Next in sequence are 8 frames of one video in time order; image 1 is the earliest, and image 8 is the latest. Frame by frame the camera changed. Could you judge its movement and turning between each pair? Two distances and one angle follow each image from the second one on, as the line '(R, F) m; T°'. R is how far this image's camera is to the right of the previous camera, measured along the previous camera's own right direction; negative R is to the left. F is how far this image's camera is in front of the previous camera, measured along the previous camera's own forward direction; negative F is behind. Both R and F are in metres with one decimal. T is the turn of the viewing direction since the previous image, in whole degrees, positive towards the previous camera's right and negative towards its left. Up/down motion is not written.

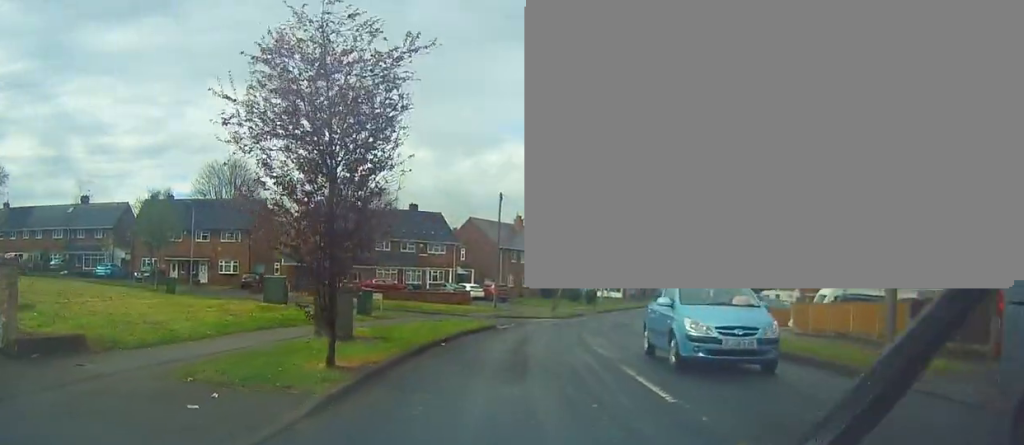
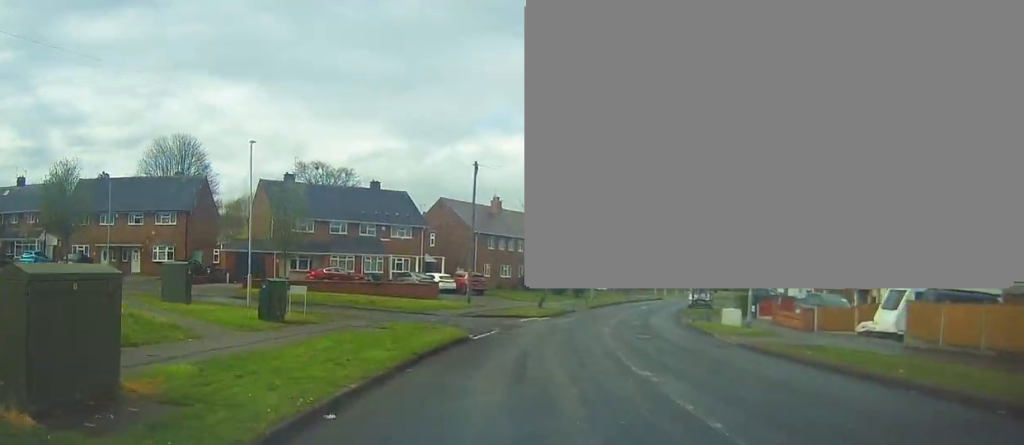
(+0.6, +9.1) m; +3°
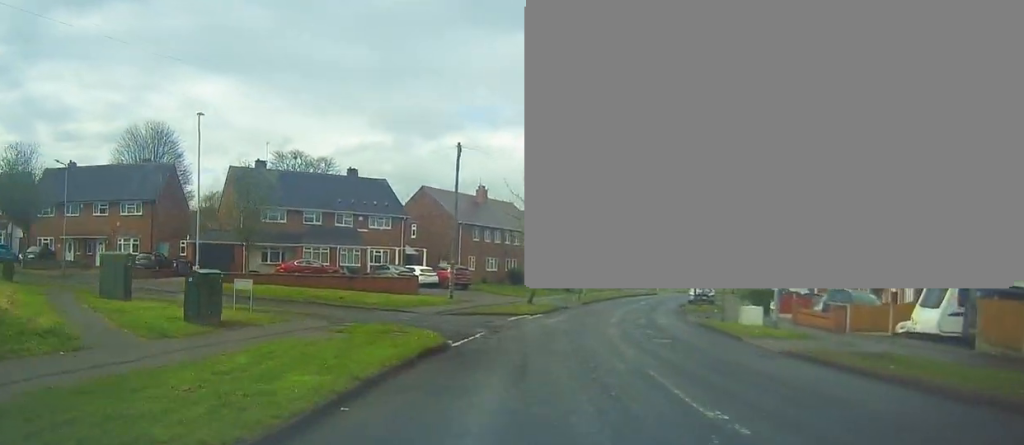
(-0.2, +3.6) m; +1°
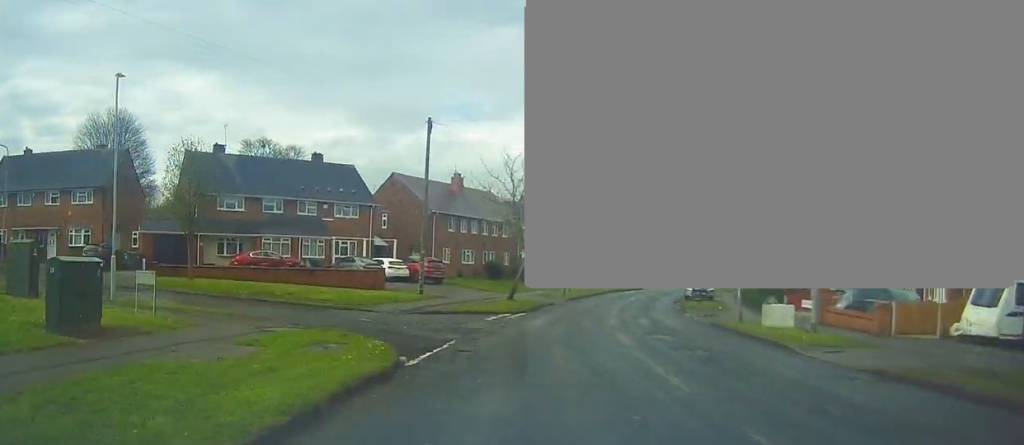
(+0.1, +4.2) m; +1°
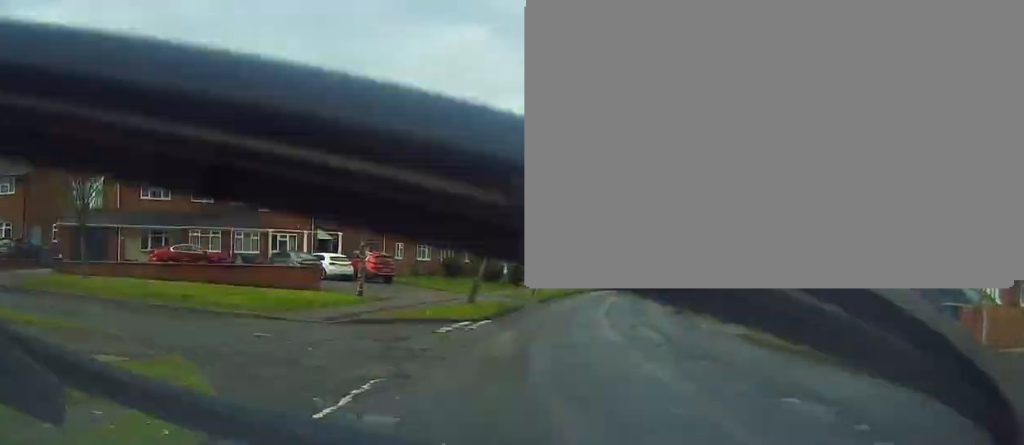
(+0.3, +5.8) m; +2°
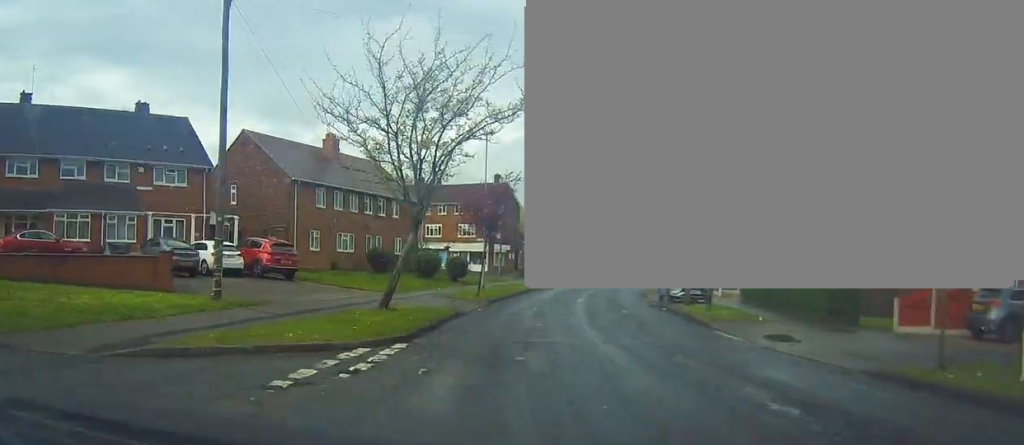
(0.0, +8.9) m; +6°
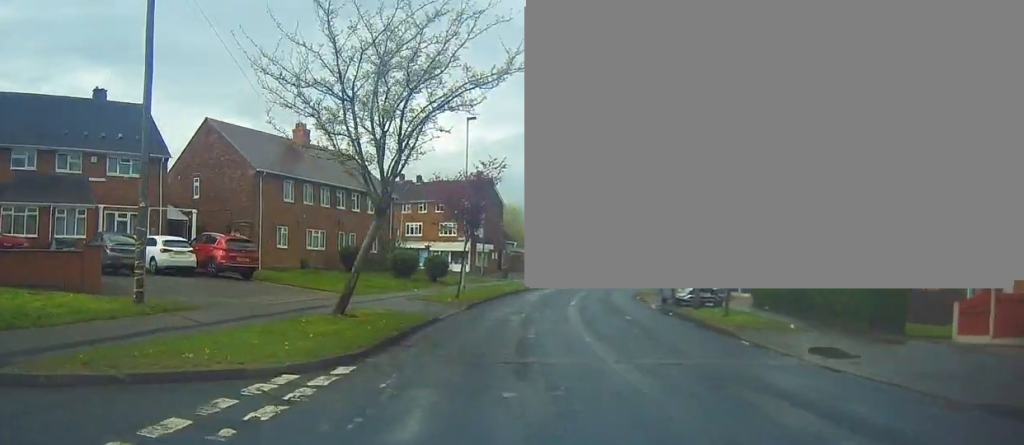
(+0.3, +3.2) m; +3°
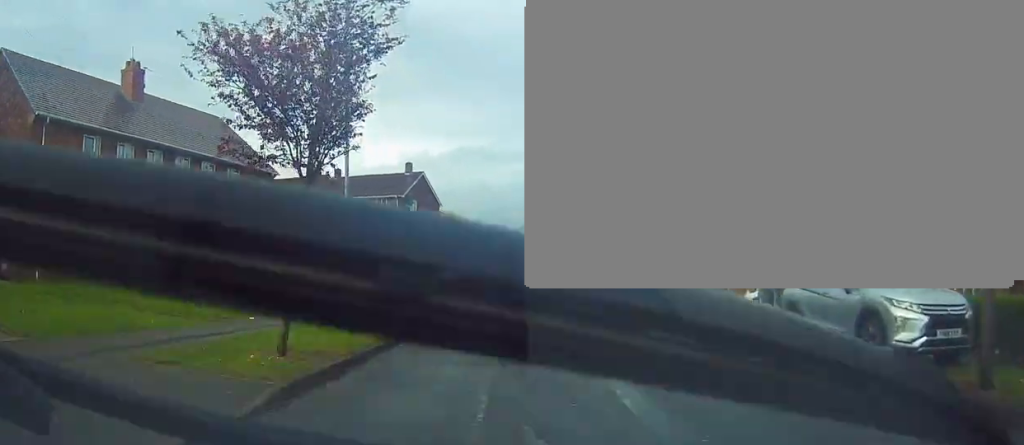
(+1.0, +15.8) m; +4°
